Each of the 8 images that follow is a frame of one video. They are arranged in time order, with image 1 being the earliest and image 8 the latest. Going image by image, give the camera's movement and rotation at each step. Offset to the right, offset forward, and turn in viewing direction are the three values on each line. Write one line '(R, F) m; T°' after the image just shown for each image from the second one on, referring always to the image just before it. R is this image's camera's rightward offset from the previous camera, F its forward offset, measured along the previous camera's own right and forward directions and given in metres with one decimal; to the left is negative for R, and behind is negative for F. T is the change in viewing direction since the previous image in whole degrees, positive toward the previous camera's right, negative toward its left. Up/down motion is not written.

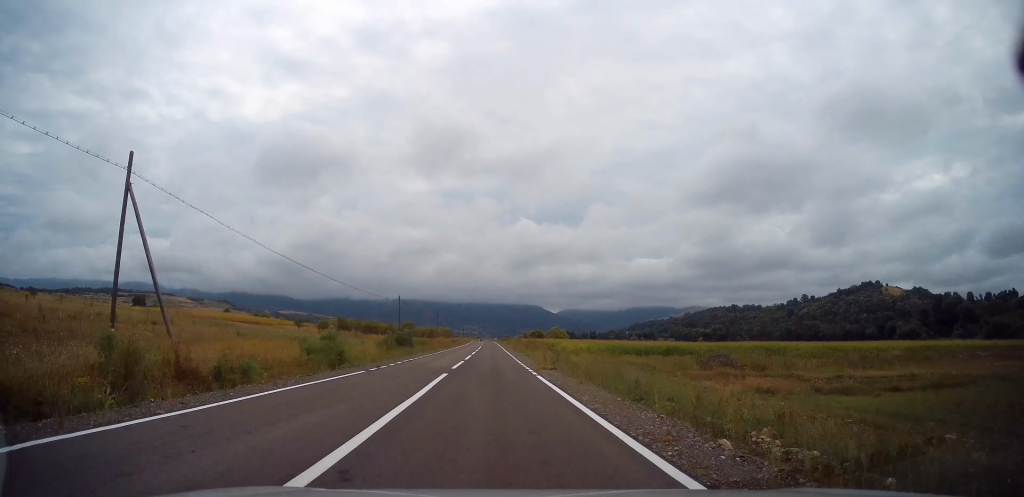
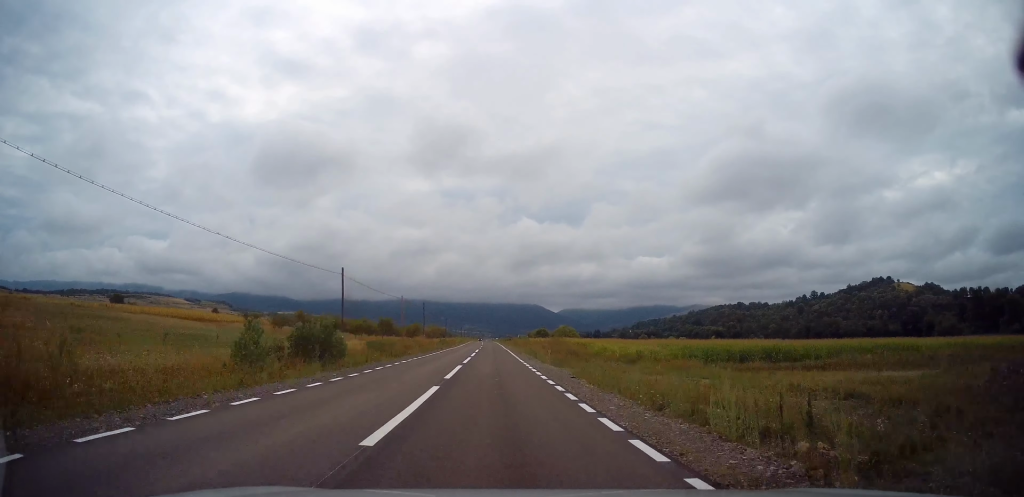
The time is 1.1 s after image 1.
(-0.6, +26.0) m; 0°
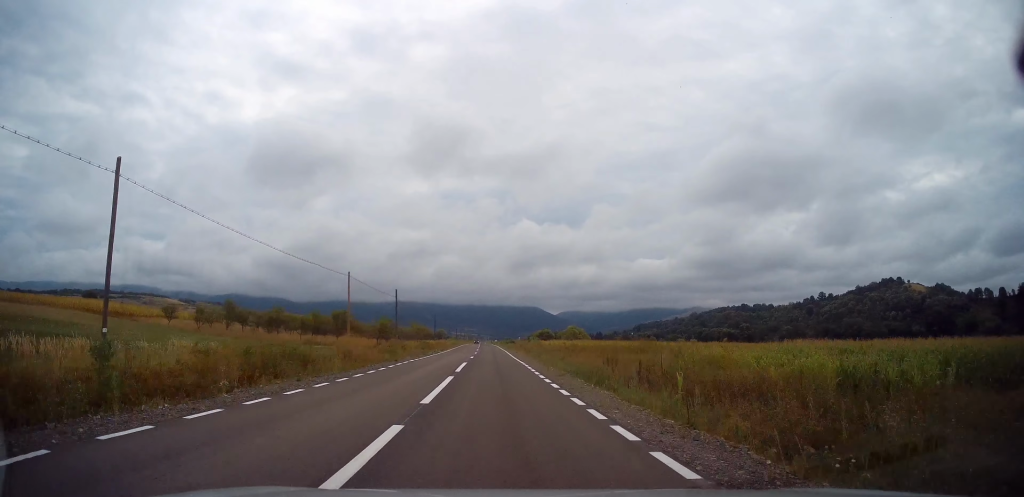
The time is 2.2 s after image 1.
(+0.6, +26.2) m; +1°
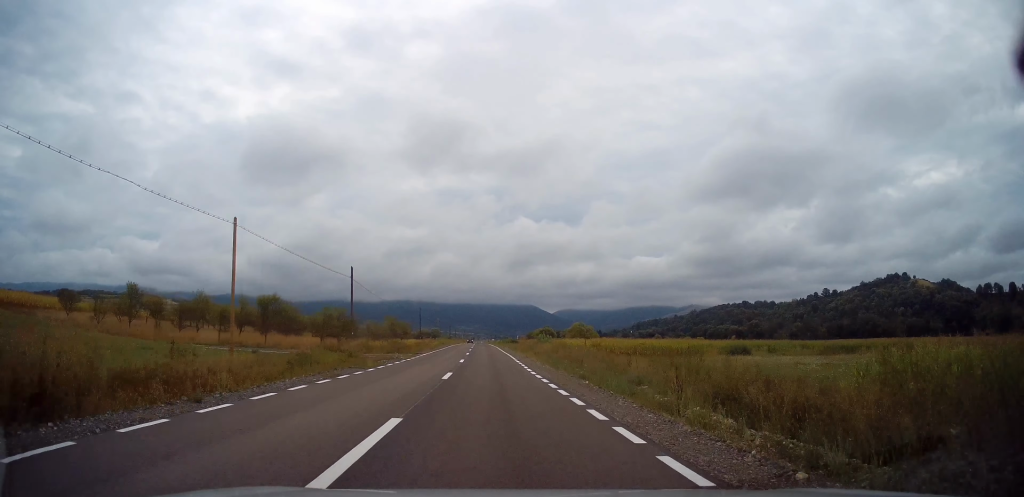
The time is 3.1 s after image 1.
(-0.2, +20.7) m; -1°
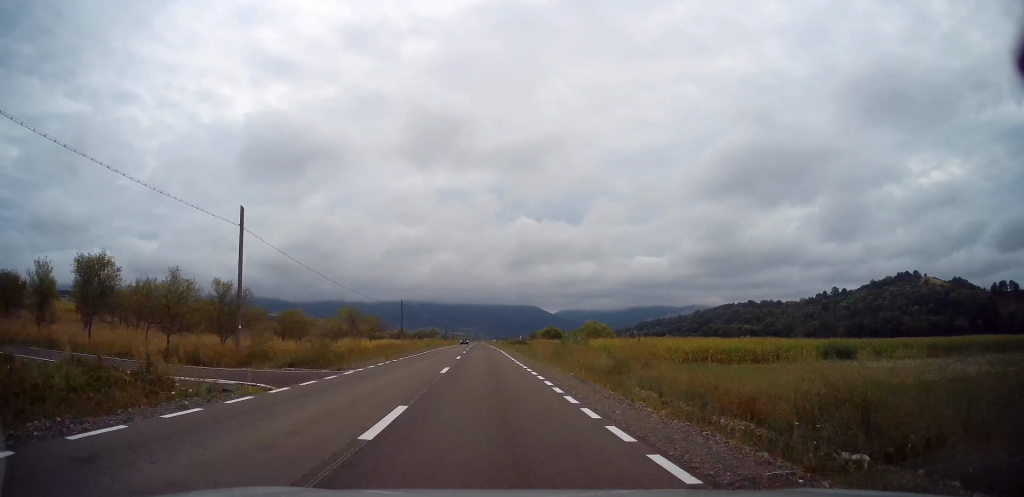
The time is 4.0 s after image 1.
(+0.1, +21.6) m; 0°
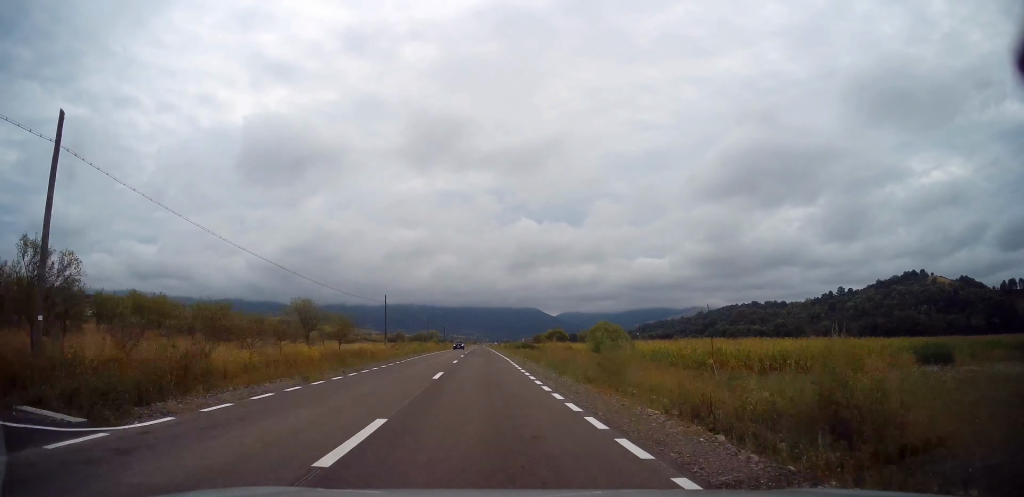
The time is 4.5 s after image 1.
(0.0, +12.7) m; 0°
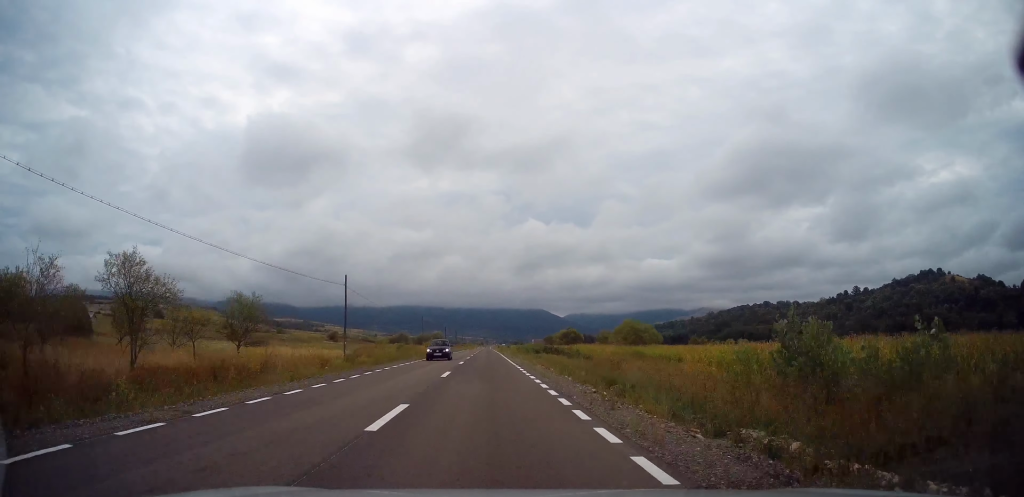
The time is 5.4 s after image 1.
(0.0, +20.7) m; 0°
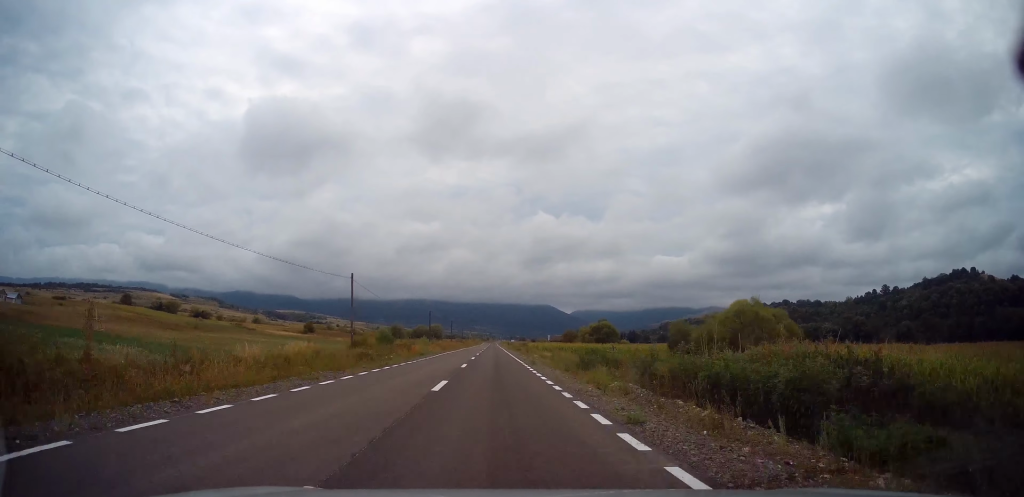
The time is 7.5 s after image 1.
(-0.5, +51.7) m; -1°
